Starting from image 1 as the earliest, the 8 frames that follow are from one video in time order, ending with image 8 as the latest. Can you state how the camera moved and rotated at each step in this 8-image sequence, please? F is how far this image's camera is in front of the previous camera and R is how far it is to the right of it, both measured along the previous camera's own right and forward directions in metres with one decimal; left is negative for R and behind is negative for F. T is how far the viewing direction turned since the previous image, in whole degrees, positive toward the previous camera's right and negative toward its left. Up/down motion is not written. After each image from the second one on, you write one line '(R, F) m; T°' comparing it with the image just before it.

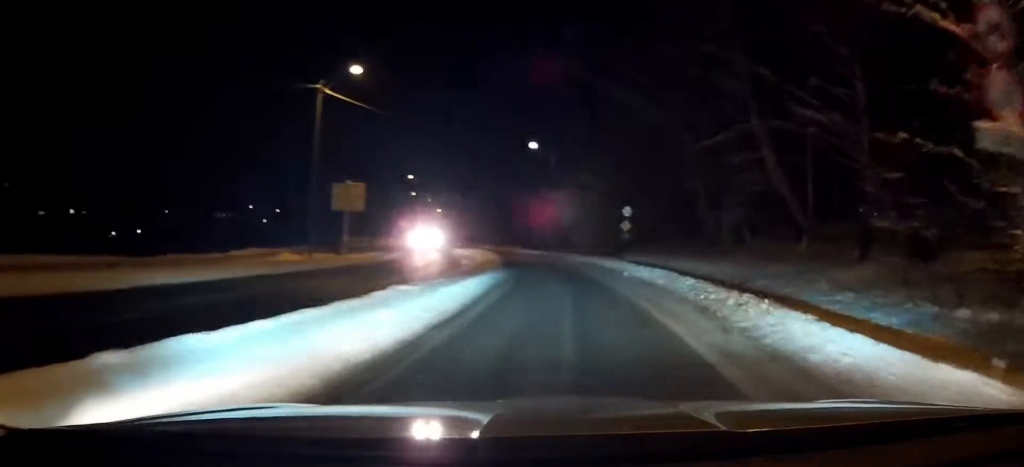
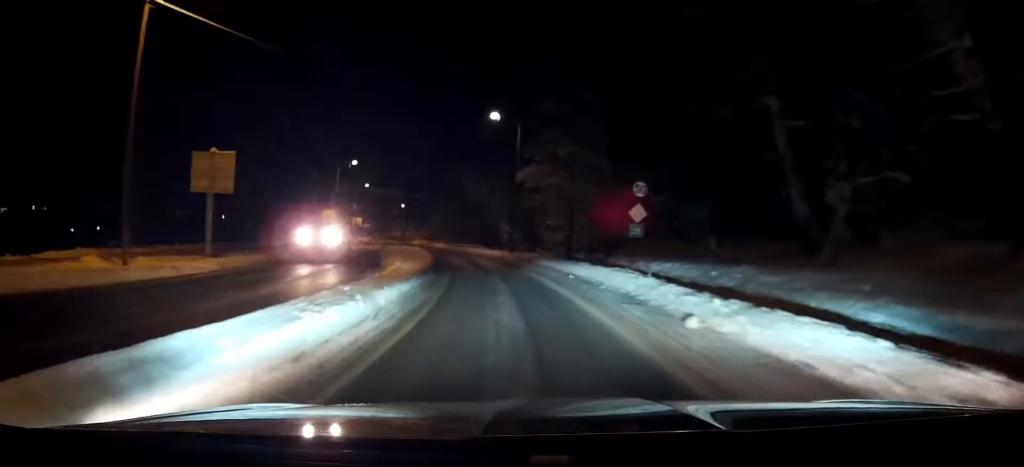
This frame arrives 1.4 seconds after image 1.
(+2.2, +13.1) m; +11°
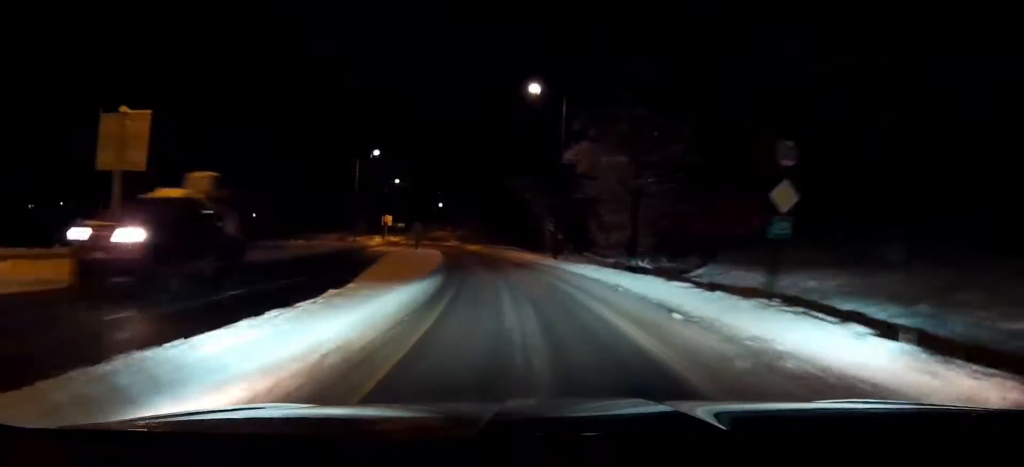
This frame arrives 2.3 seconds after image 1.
(+0.1, +9.1) m; 0°
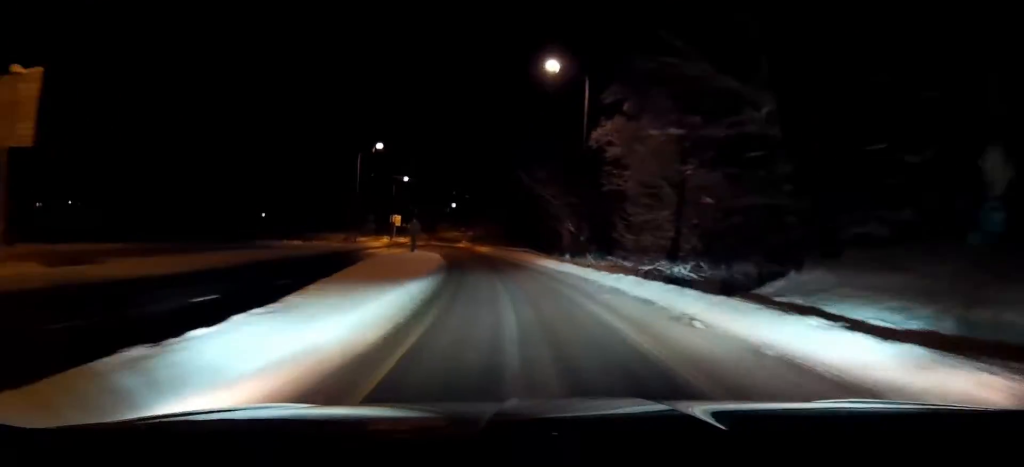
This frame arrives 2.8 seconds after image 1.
(-0.1, +5.5) m; -1°
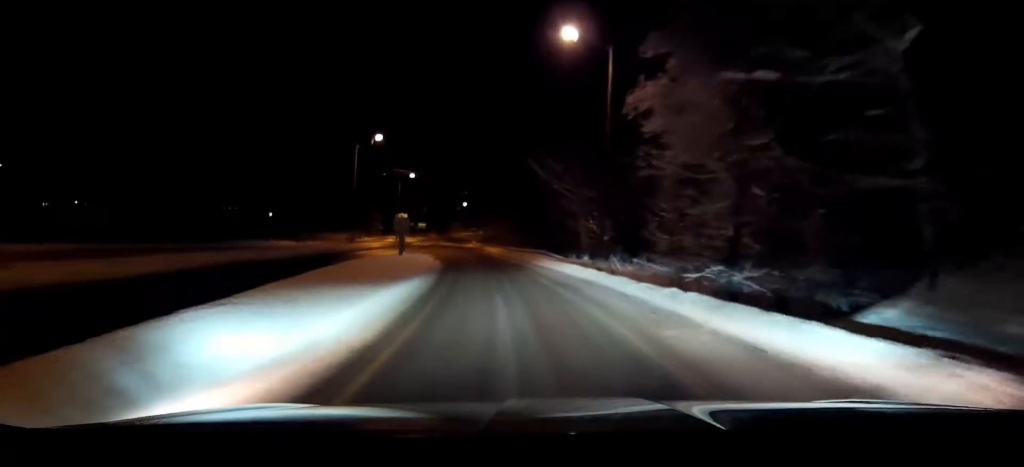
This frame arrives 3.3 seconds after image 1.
(0.0, +5.3) m; -1°
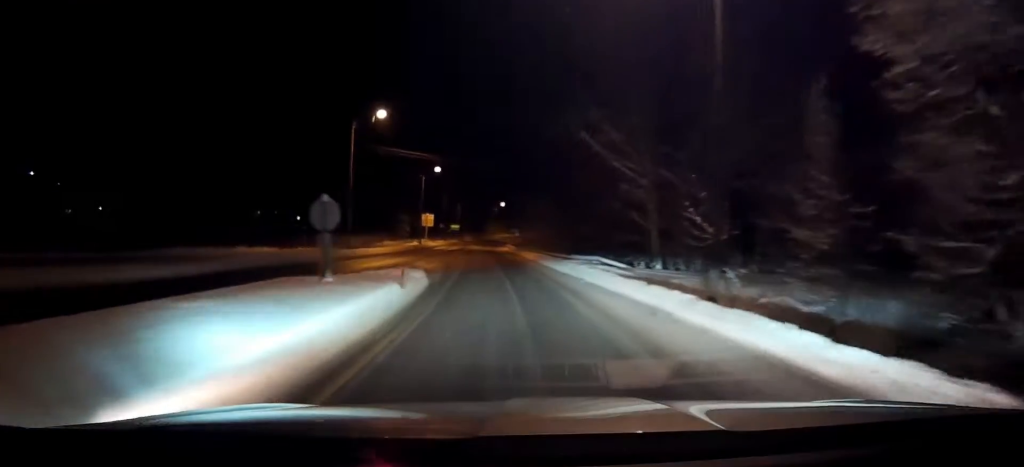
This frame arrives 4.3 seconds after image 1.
(-0.3, +12.8) m; -4°
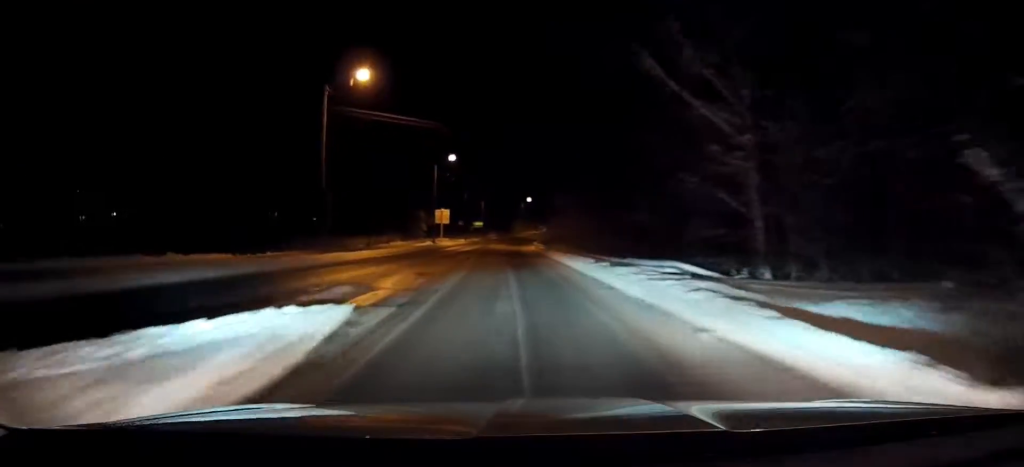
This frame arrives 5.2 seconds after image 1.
(-0.4, +11.4) m; -2°
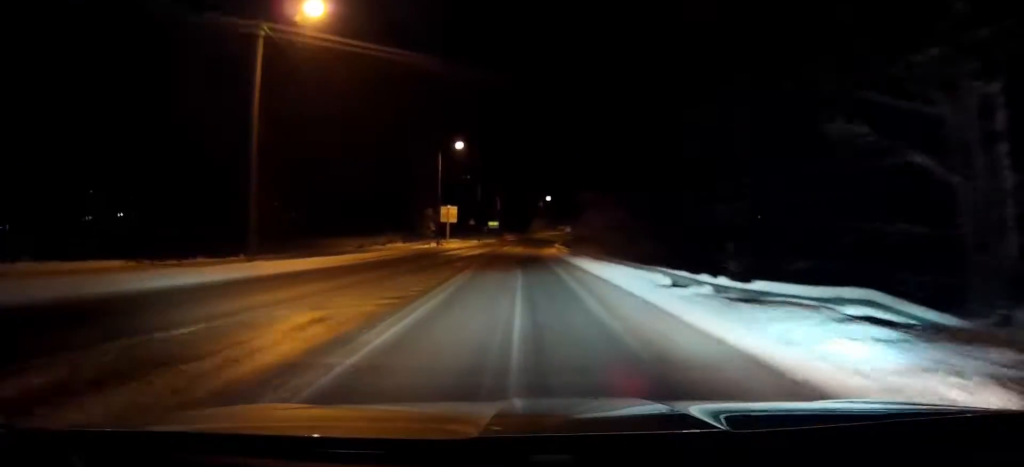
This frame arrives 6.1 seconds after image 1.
(+0.1, +11.0) m; -1°
